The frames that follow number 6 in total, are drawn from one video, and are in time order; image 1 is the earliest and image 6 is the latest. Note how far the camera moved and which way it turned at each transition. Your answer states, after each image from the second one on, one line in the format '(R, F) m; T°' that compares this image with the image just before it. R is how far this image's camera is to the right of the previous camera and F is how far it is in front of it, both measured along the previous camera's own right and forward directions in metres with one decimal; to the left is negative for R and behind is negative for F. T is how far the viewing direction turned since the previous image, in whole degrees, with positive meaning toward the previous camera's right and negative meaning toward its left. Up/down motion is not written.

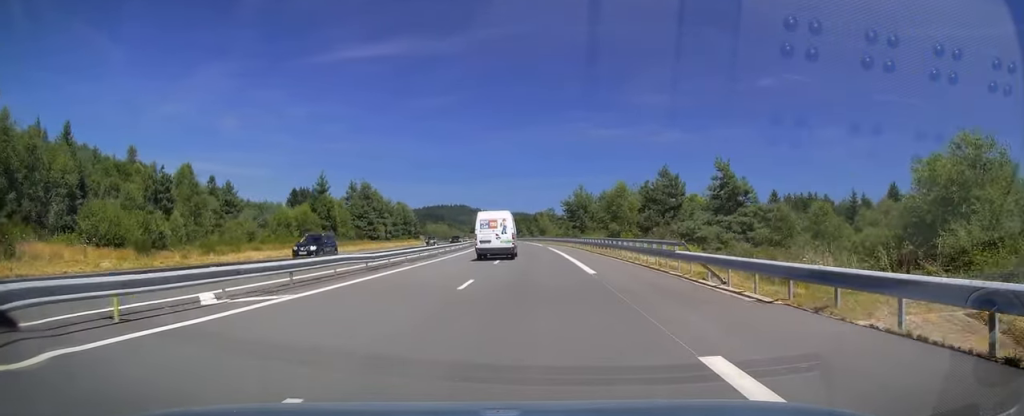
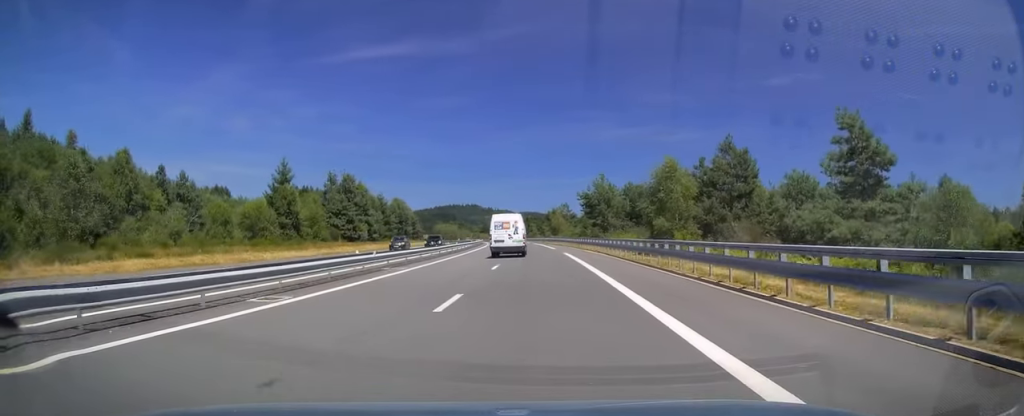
(-0.2, +17.3) m; -1°
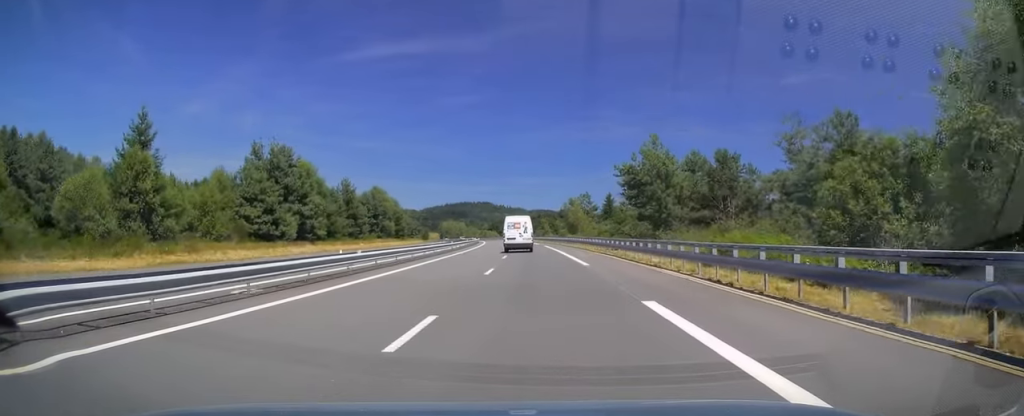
(-0.2, +30.1) m; -1°
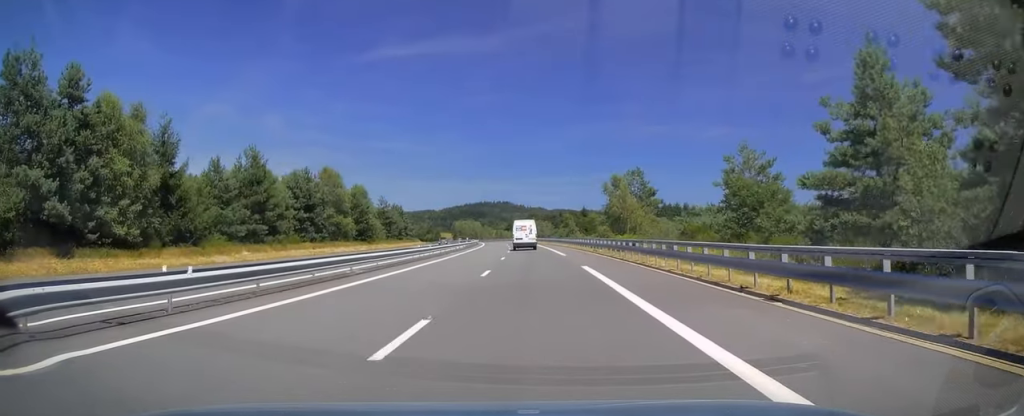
(-0.7, +39.6) m; -2°
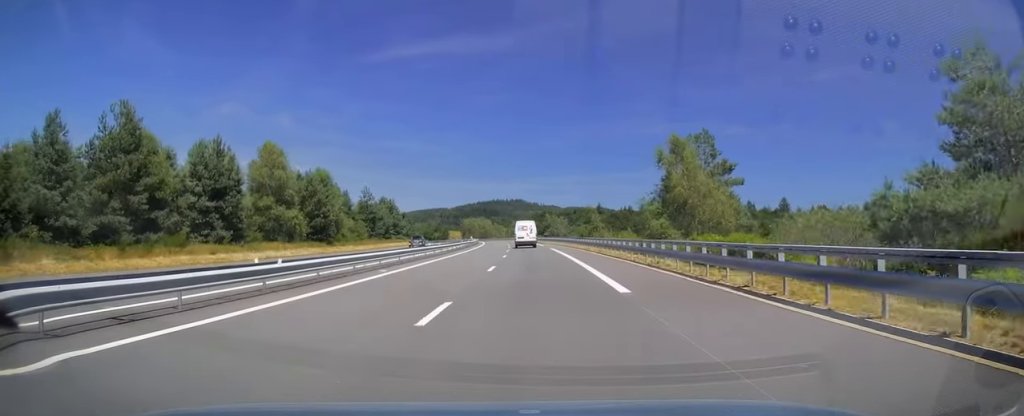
(-0.3, +23.9) m; -1°
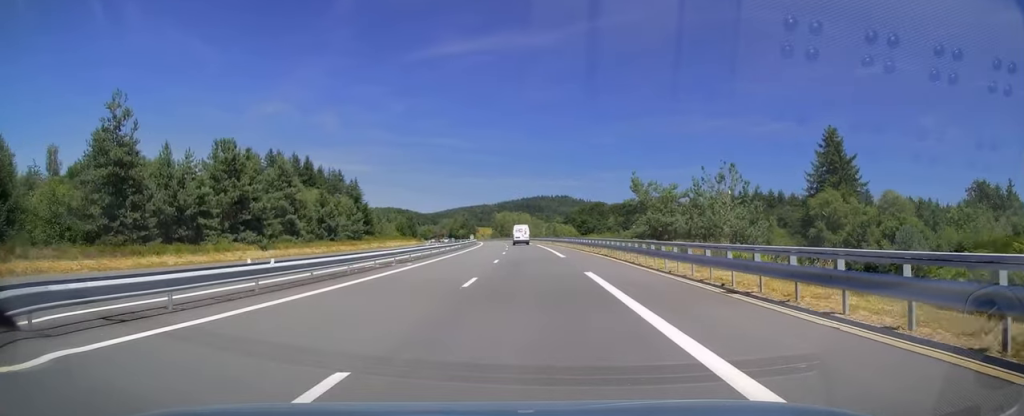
(-3.3, +84.8) m; -4°
